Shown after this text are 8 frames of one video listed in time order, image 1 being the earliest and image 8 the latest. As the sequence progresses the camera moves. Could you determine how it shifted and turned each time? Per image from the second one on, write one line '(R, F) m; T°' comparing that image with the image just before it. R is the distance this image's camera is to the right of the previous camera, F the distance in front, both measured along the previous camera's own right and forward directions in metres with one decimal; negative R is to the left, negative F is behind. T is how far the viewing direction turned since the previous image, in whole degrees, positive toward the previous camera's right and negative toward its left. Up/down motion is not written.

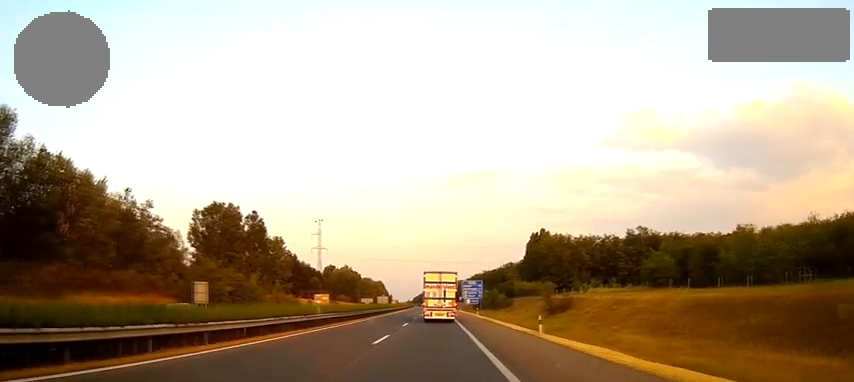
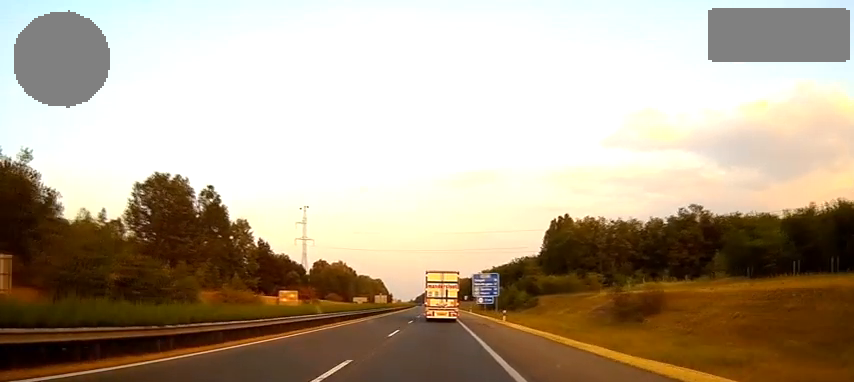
(0.0, +30.8) m; 0°
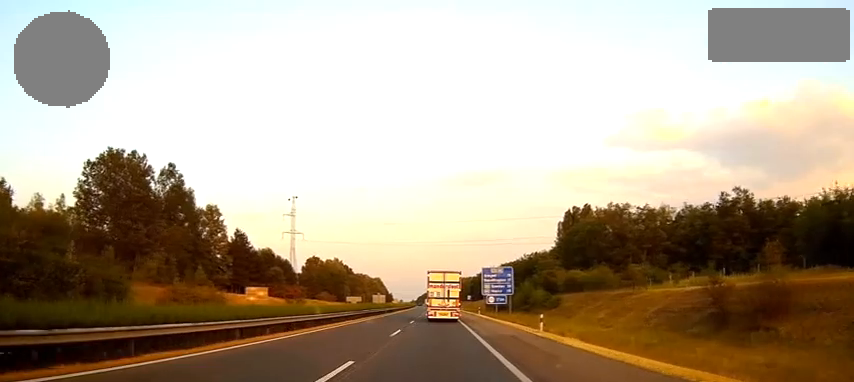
(-0.1, +18.0) m; 0°
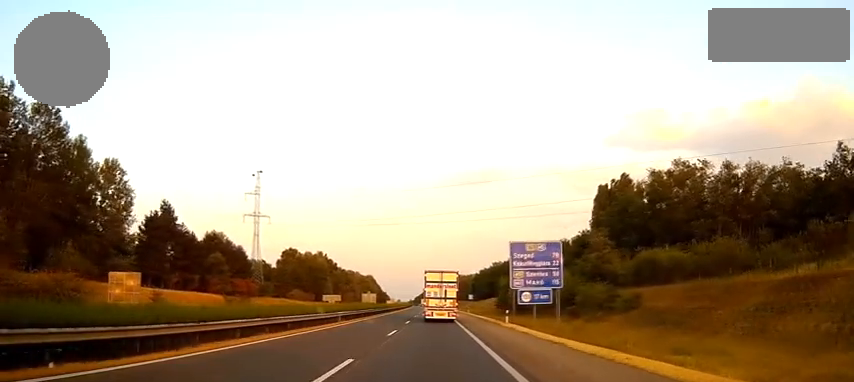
(0.0, +35.4) m; 0°
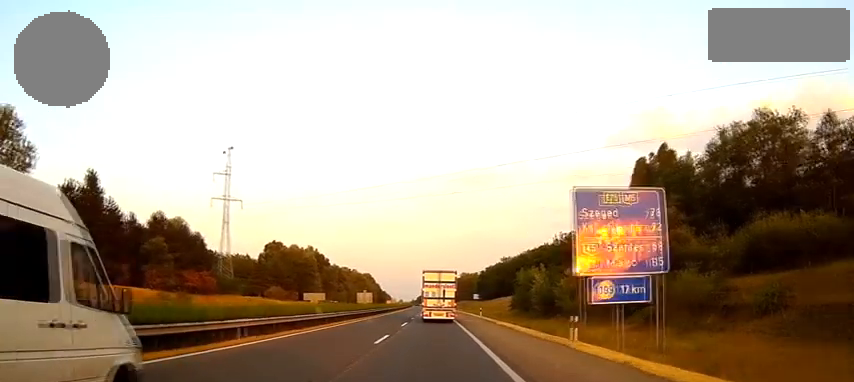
(0.0, +23.2) m; 0°
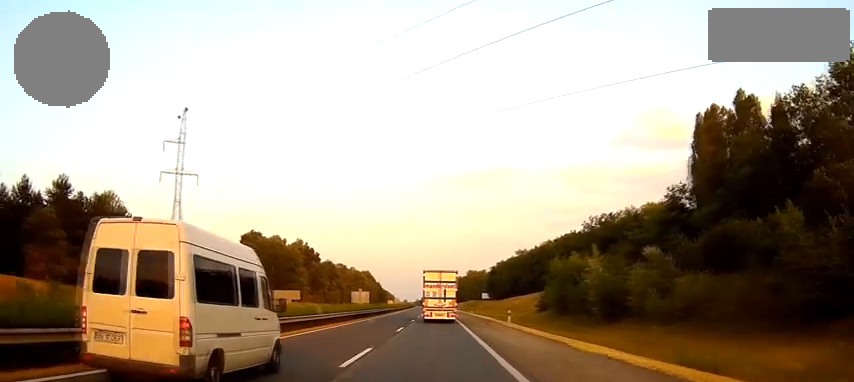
(0.0, +26.3) m; 0°
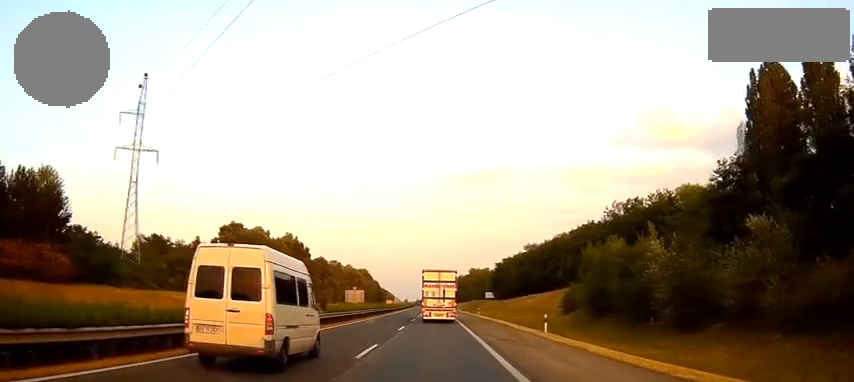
(0.0, +16.3) m; 0°
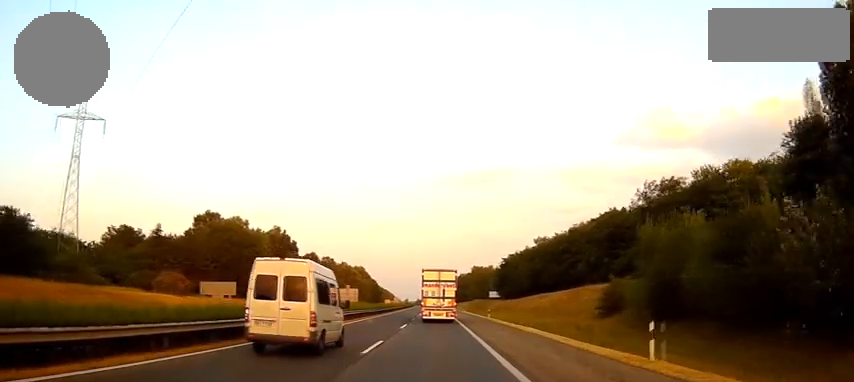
(-0.1, +16.4) m; 0°
